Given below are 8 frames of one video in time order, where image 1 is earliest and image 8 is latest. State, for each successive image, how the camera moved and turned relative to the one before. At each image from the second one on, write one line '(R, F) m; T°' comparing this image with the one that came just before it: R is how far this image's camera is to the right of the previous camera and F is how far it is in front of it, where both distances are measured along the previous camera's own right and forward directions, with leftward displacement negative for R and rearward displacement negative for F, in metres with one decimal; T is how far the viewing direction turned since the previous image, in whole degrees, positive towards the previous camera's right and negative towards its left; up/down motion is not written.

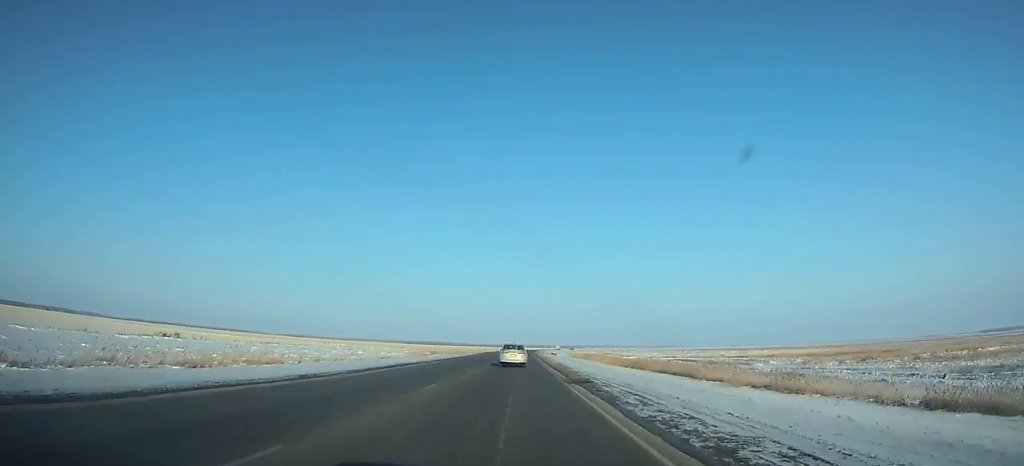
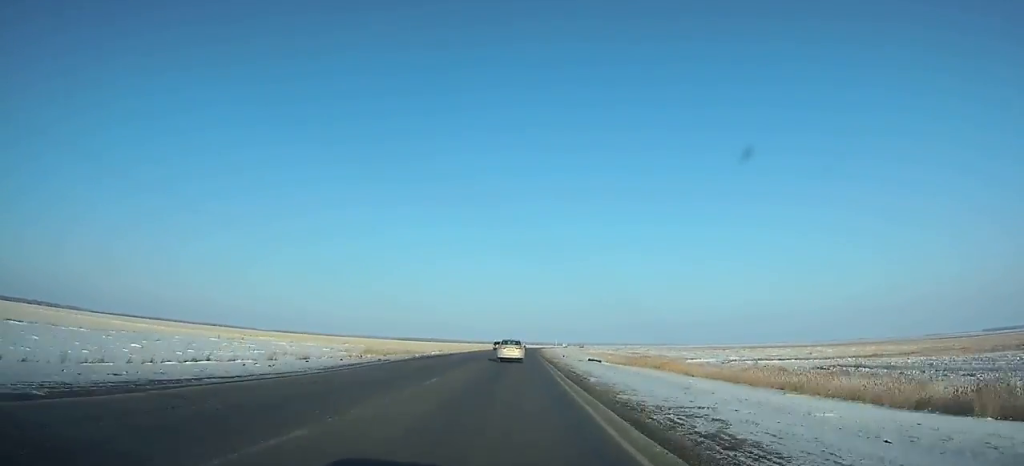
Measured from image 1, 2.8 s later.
(+0.2, +71.4) m; 0°
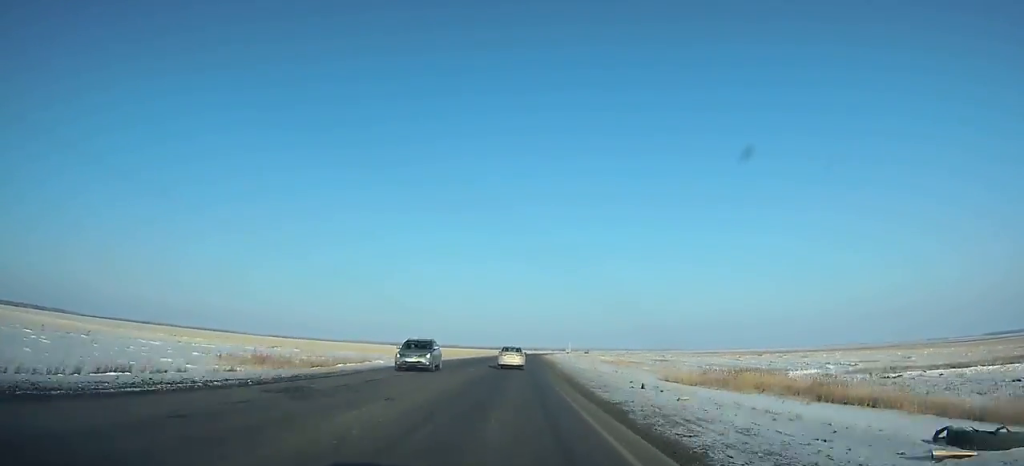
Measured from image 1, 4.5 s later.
(0.0, +43.3) m; 0°
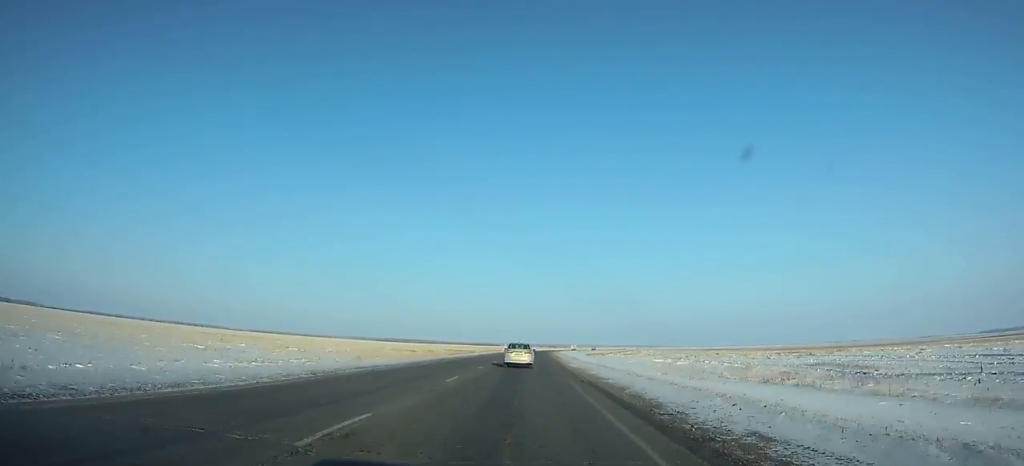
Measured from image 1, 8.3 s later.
(+0.9, +96.6) m; +1°
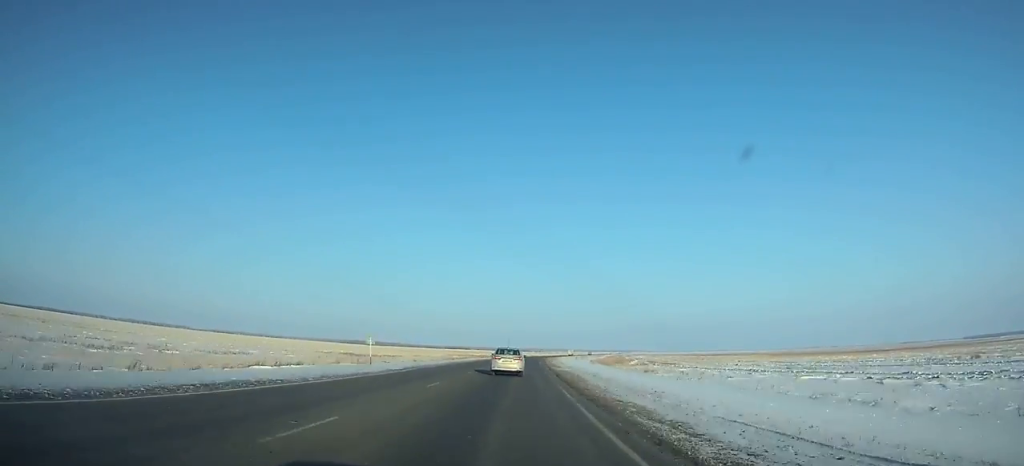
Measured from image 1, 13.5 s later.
(+3.1, +131.5) m; +3°
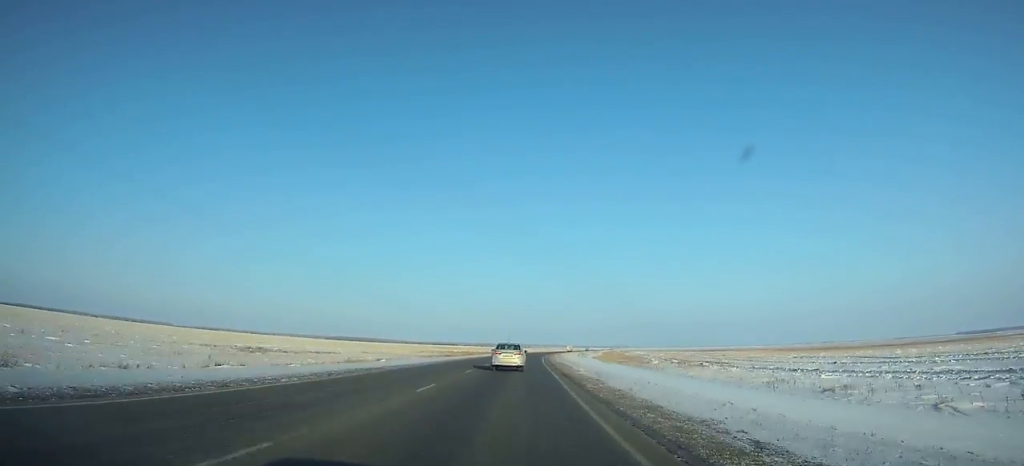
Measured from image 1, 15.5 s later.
(+0.3, +50.4) m; +1°
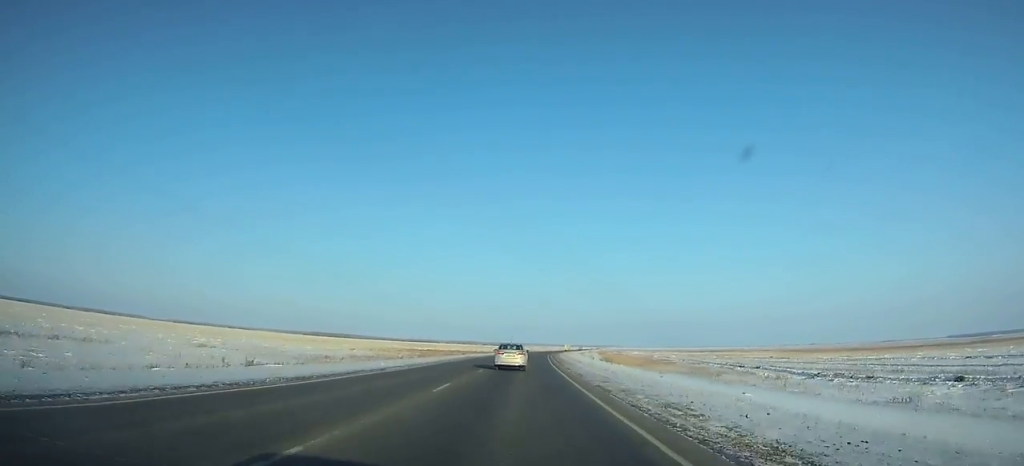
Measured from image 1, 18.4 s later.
(+1.1, +73.3) m; +2°
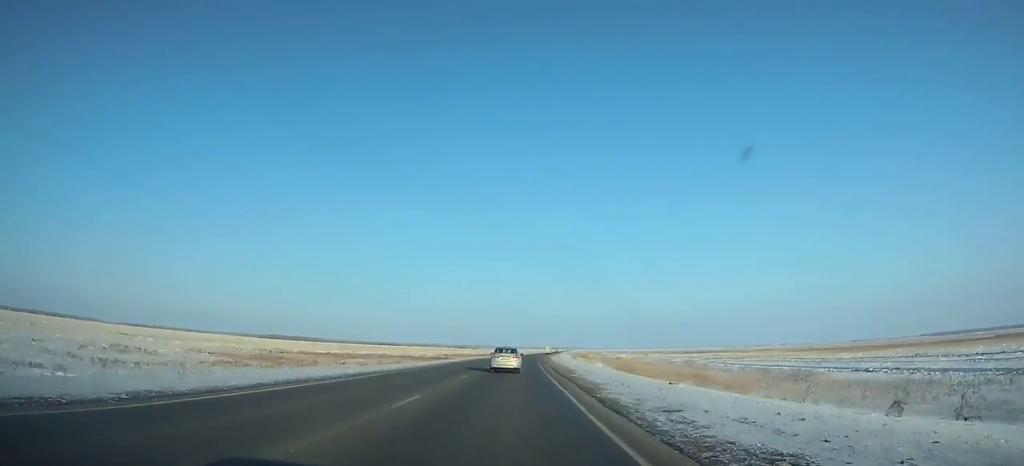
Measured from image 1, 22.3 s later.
(+2.6, +99.2) m; +3°
